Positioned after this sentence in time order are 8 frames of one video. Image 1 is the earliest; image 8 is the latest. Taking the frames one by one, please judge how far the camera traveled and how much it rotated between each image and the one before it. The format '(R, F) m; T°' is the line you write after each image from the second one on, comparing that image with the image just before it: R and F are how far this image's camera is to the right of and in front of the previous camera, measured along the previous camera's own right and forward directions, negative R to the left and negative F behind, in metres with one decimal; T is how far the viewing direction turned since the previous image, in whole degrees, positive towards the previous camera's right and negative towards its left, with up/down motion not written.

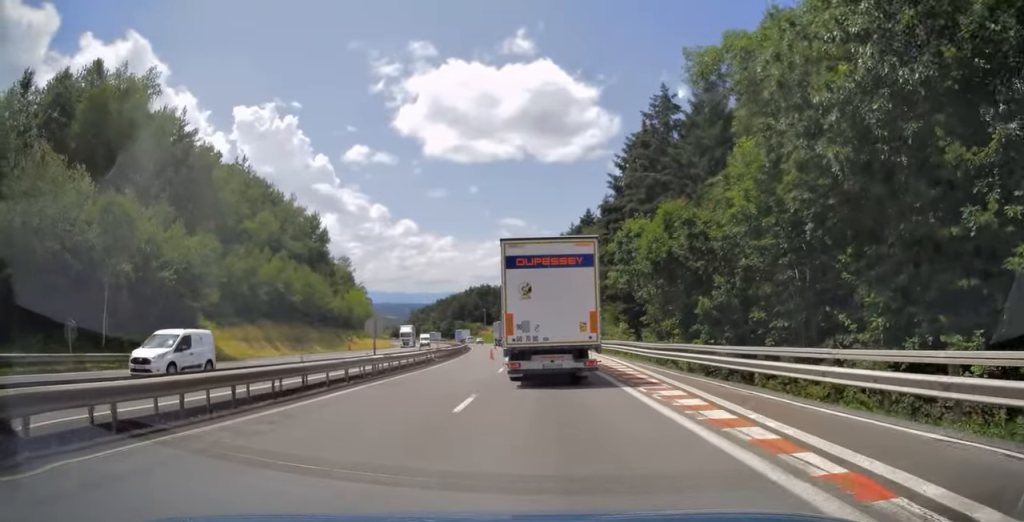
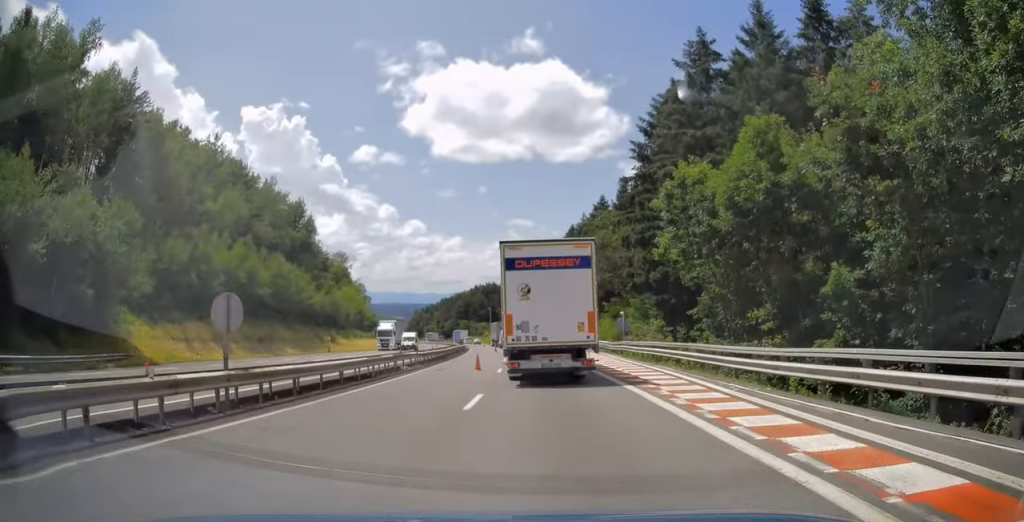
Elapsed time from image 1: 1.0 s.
(-0.3, +13.0) m; -1°
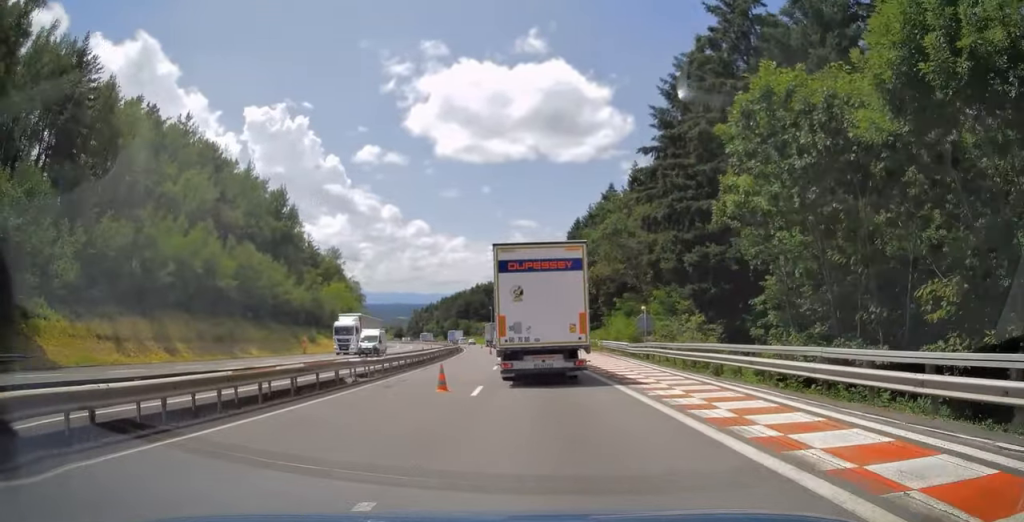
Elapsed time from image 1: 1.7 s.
(0.0, +9.9) m; 0°
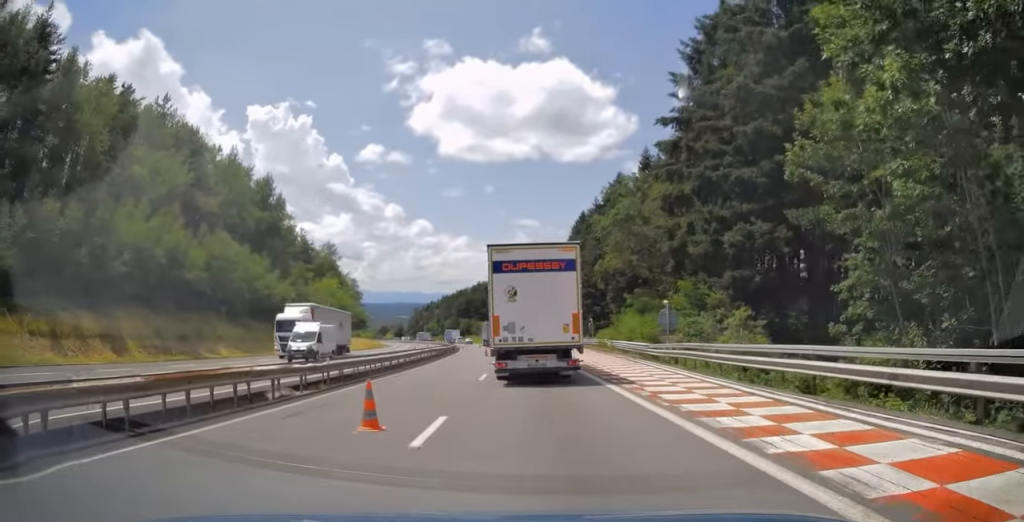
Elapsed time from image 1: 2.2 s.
(0.0, +7.0) m; 0°
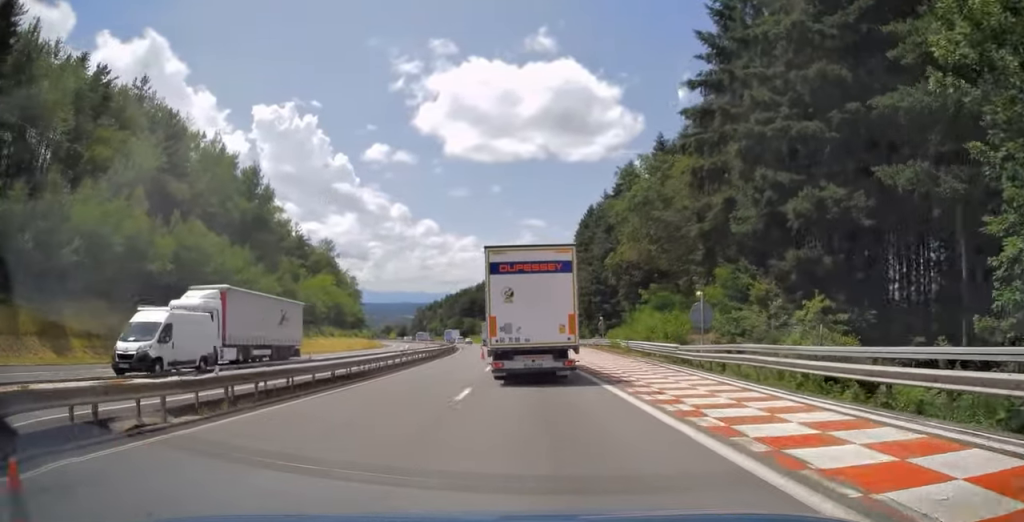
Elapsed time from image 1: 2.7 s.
(0.0, +6.8) m; 0°
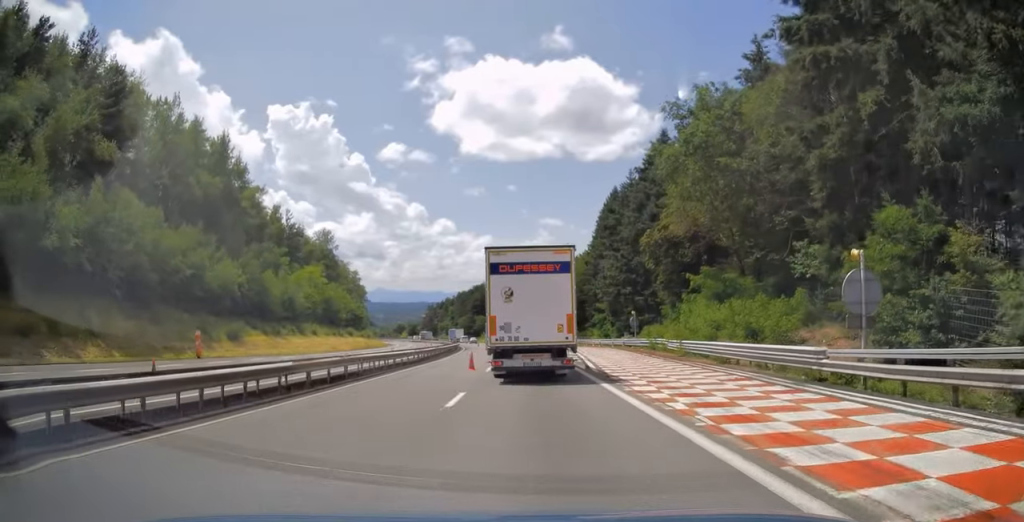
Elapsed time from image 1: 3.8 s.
(-0.1, +14.6) m; -2°
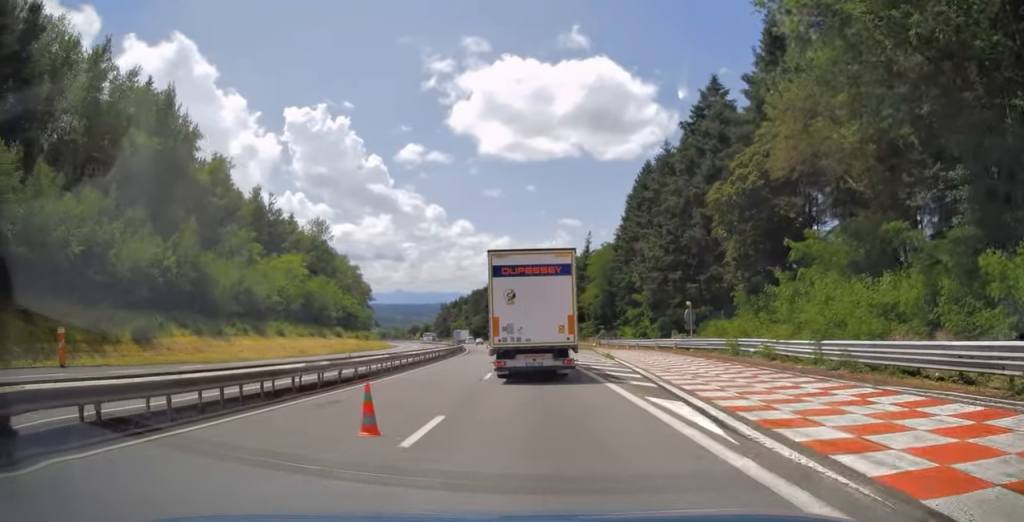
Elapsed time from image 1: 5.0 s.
(-0.5, +17.2) m; -2°
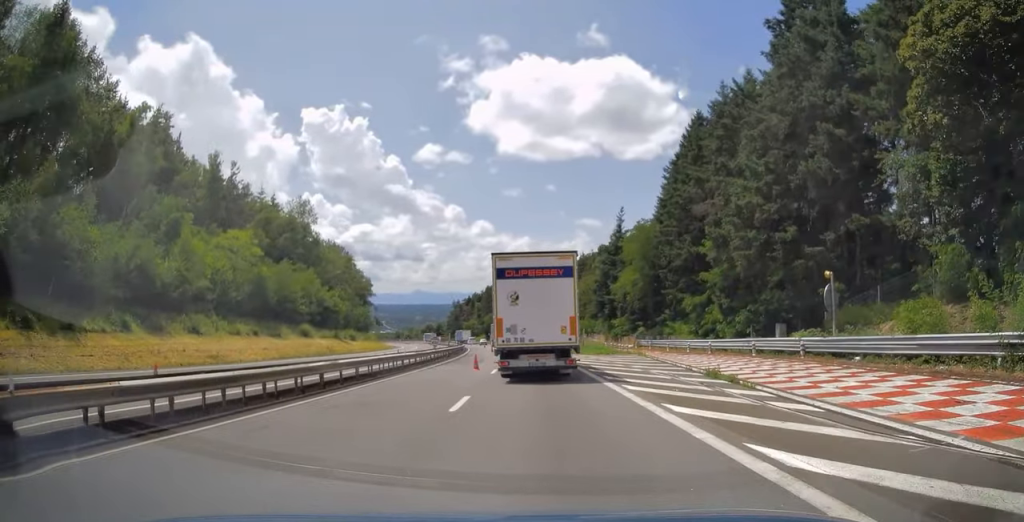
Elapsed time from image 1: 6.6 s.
(0.0, +21.8) m; -1°
